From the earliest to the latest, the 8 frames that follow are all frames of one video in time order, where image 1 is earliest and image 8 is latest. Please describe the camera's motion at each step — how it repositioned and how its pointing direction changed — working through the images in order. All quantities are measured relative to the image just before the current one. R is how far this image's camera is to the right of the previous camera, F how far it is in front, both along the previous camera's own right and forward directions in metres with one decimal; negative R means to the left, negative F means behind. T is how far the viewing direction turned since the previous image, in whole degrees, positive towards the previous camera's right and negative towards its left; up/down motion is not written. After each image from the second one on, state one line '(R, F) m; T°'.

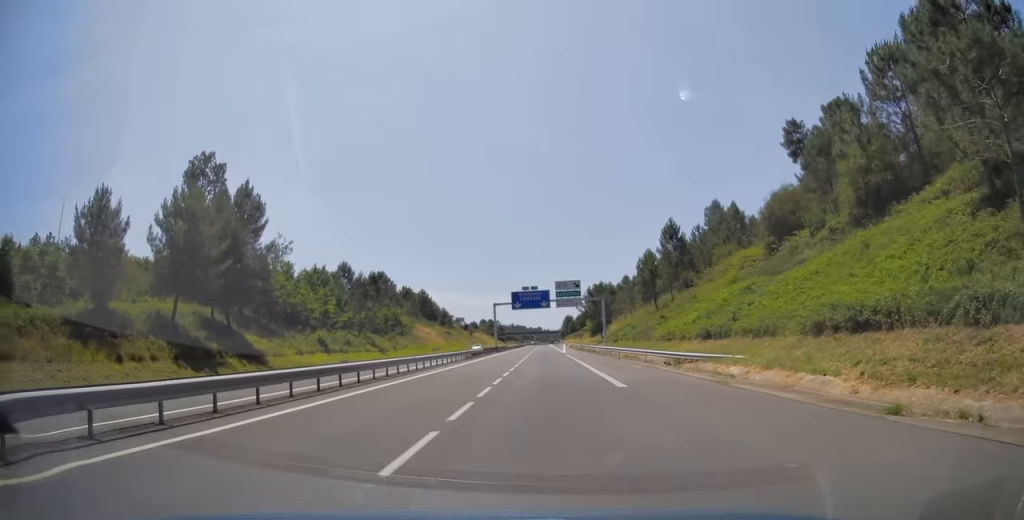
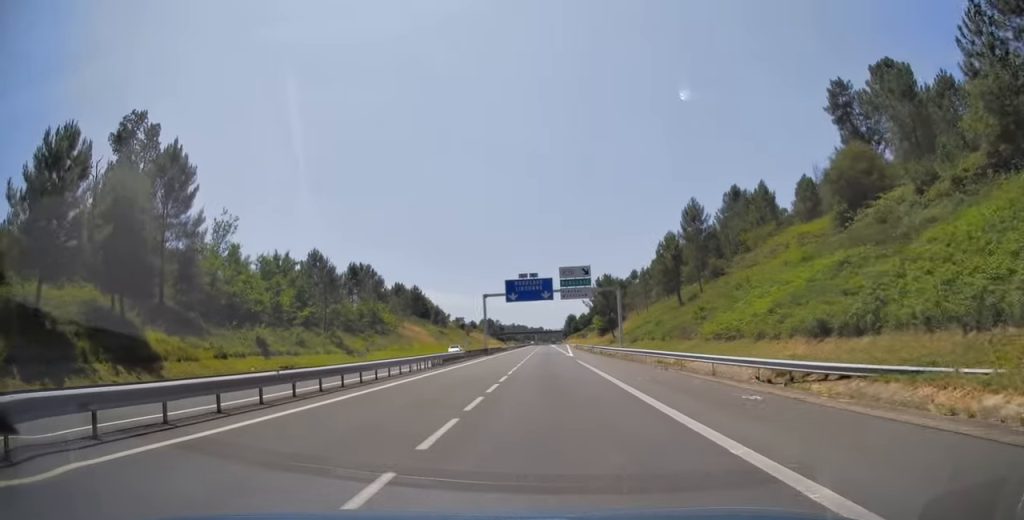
(-0.1, +16.0) m; 0°
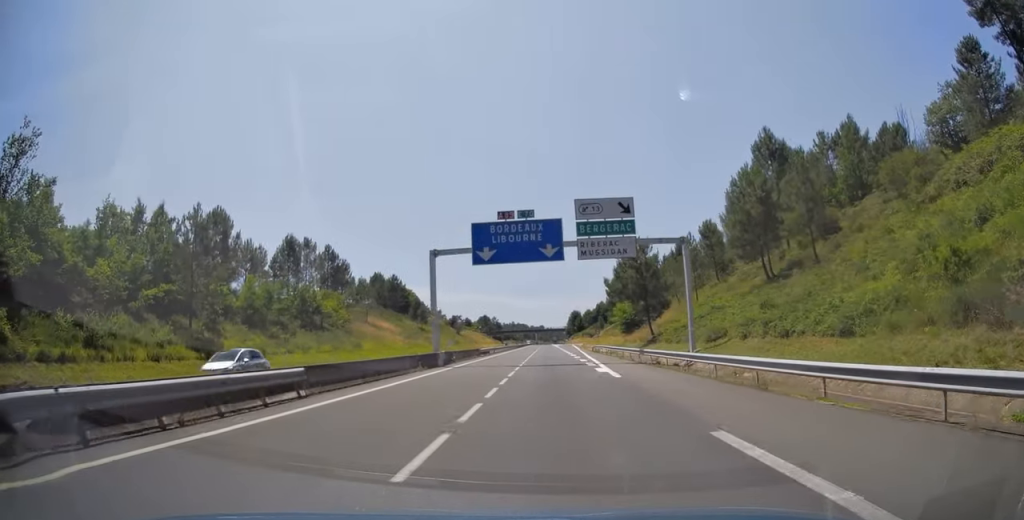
(+0.1, +32.5) m; 0°
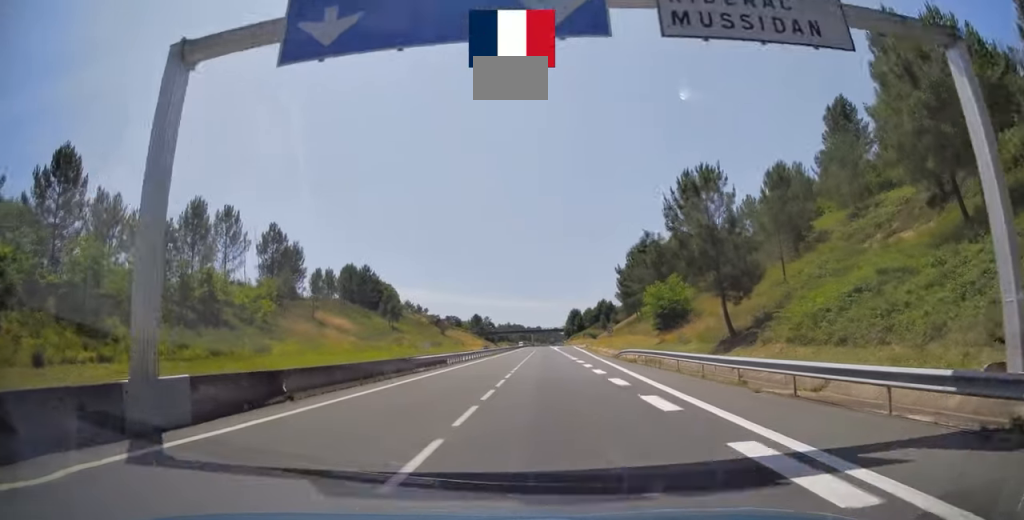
(-0.2, +26.7) m; 0°
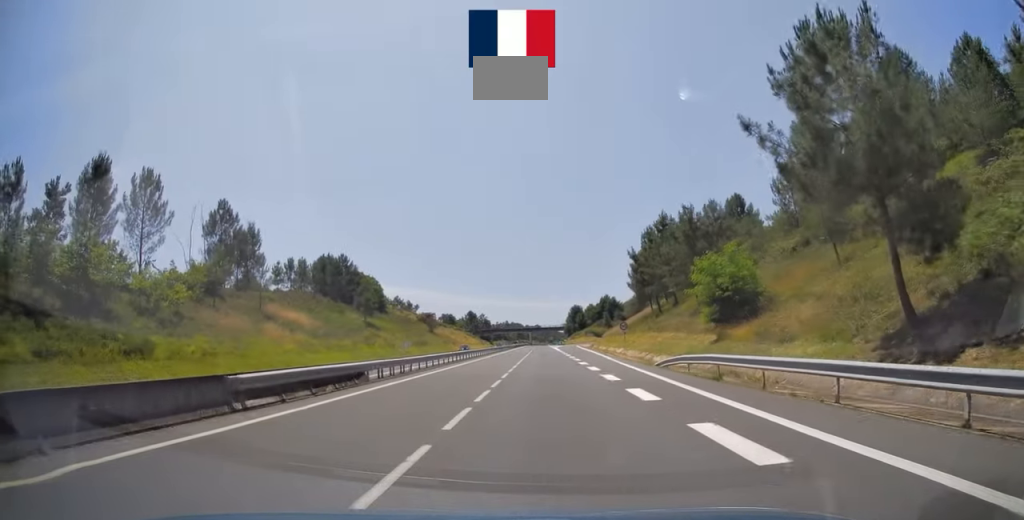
(0.0, +18.2) m; 0°
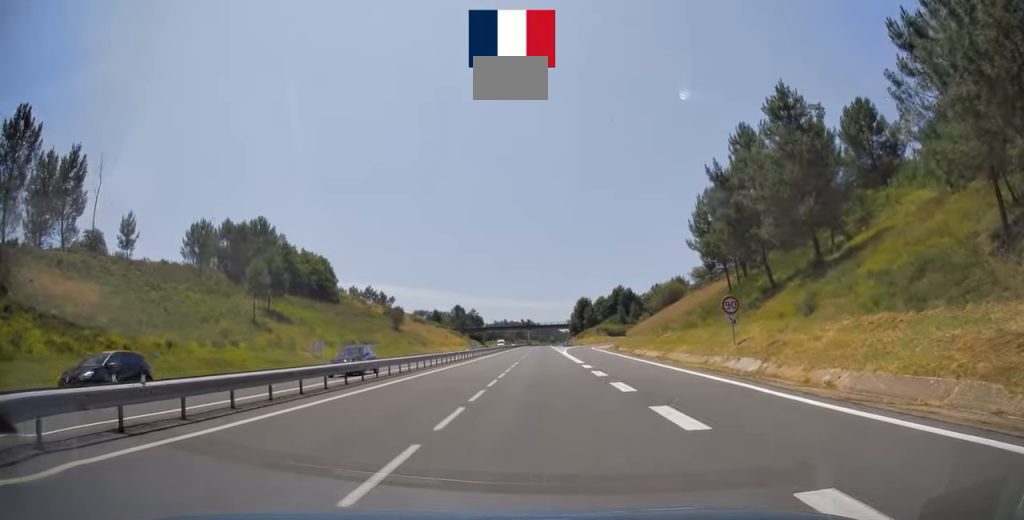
(+0.2, +43.8) m; 0°
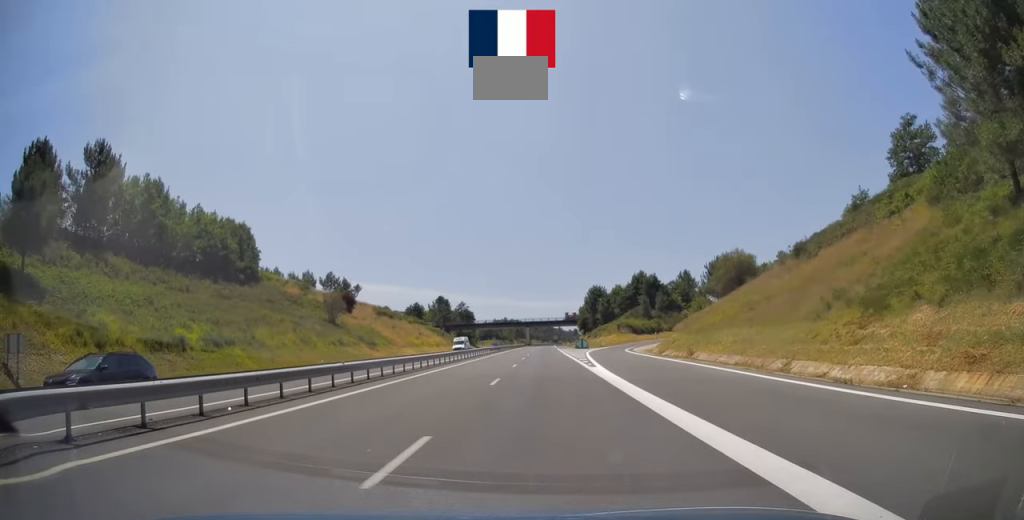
(-0.1, +43.3) m; 0°
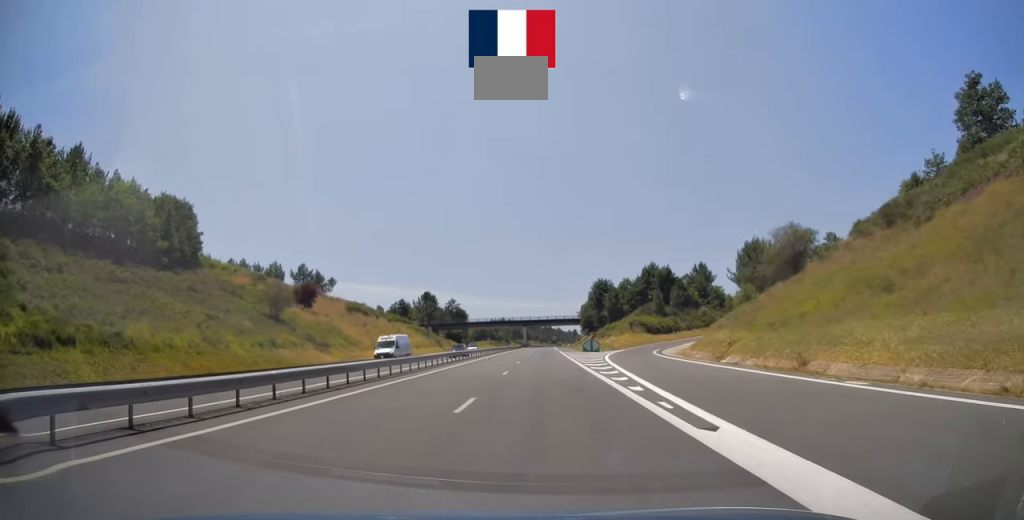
(+0.1, +20.3) m; 0°
